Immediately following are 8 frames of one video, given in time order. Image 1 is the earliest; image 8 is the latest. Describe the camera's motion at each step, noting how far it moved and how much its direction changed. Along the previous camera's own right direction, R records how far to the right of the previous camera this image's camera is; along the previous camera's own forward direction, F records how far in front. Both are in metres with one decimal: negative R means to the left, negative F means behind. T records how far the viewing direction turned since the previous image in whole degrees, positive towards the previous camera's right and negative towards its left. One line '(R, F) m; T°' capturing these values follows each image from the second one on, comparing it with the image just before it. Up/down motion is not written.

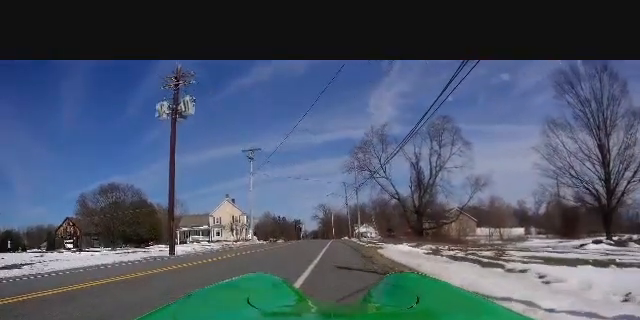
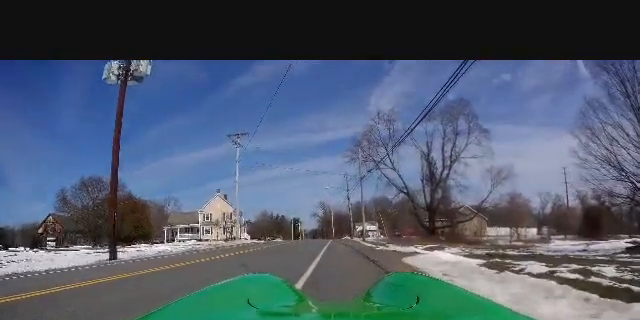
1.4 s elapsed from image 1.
(-0.4, +6.4) m; -1°
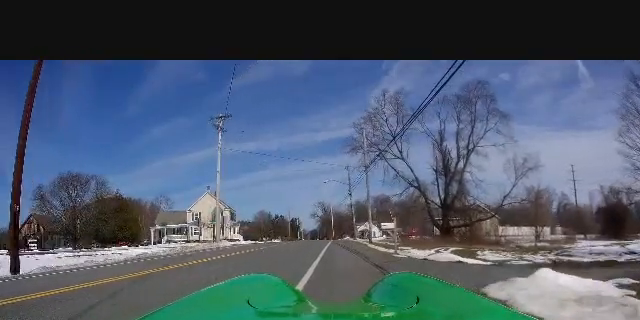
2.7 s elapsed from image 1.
(+0.1, +6.2) m; 0°
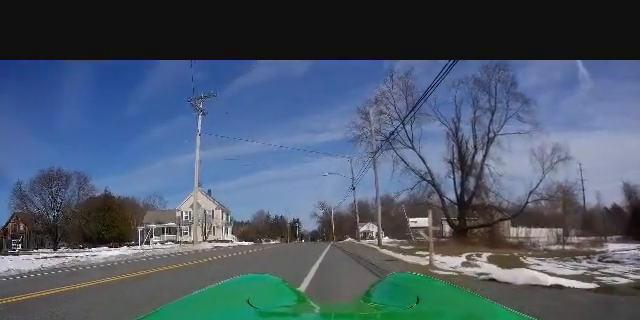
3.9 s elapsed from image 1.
(0.0, +5.4) m; 0°
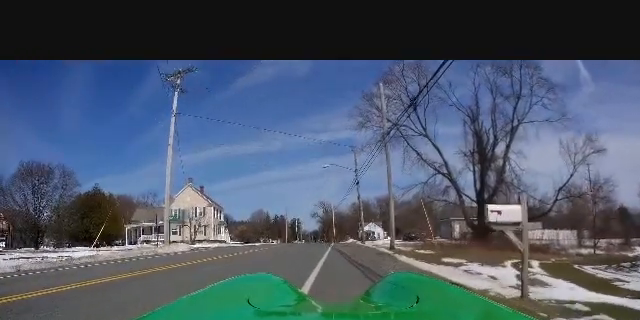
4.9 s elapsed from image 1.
(-0.1, +4.9) m; 0°
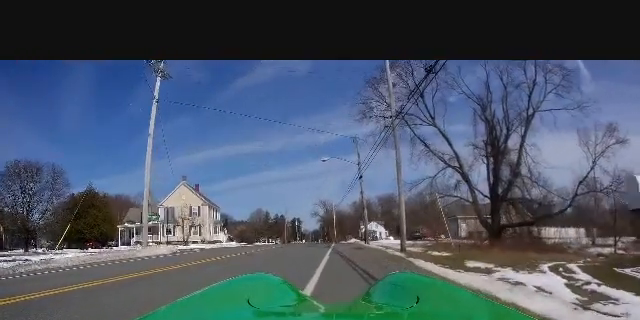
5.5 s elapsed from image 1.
(0.0, +2.7) m; 0°
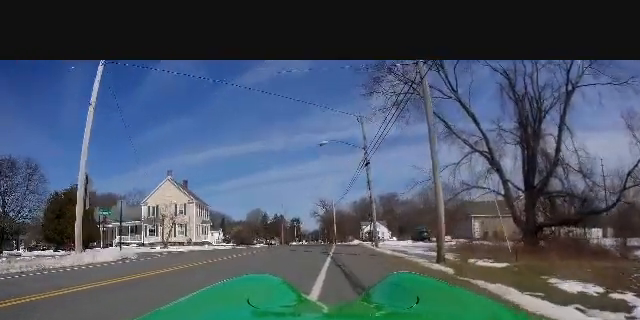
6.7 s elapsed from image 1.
(+0.1, +5.7) m; -2°
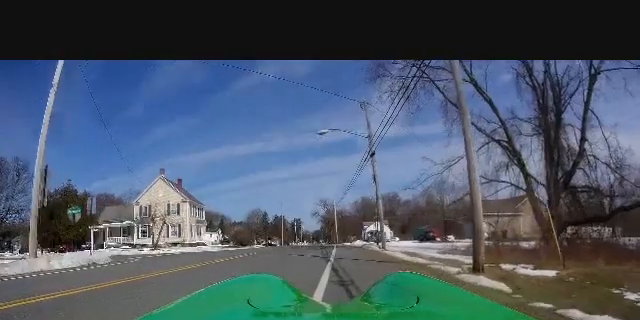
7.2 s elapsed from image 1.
(-0.1, +2.8) m; -3°
